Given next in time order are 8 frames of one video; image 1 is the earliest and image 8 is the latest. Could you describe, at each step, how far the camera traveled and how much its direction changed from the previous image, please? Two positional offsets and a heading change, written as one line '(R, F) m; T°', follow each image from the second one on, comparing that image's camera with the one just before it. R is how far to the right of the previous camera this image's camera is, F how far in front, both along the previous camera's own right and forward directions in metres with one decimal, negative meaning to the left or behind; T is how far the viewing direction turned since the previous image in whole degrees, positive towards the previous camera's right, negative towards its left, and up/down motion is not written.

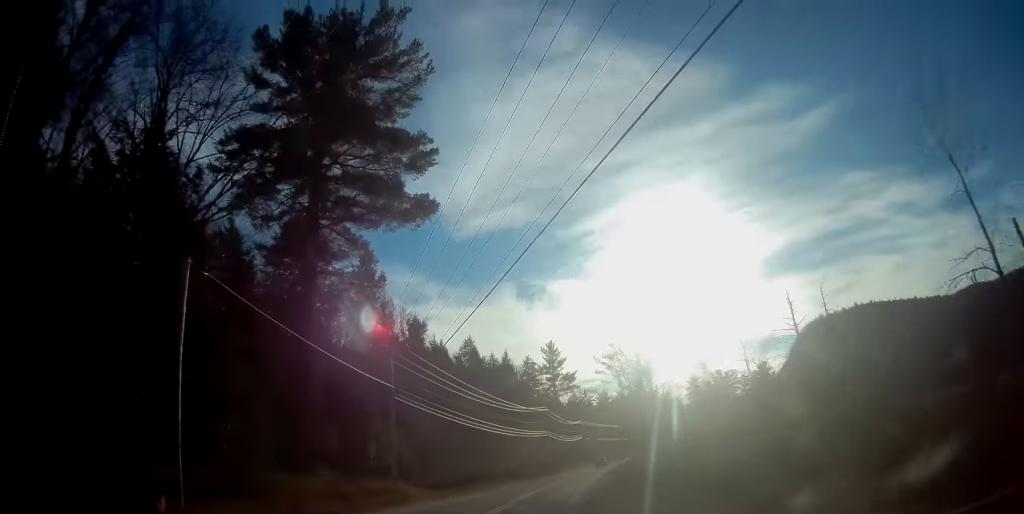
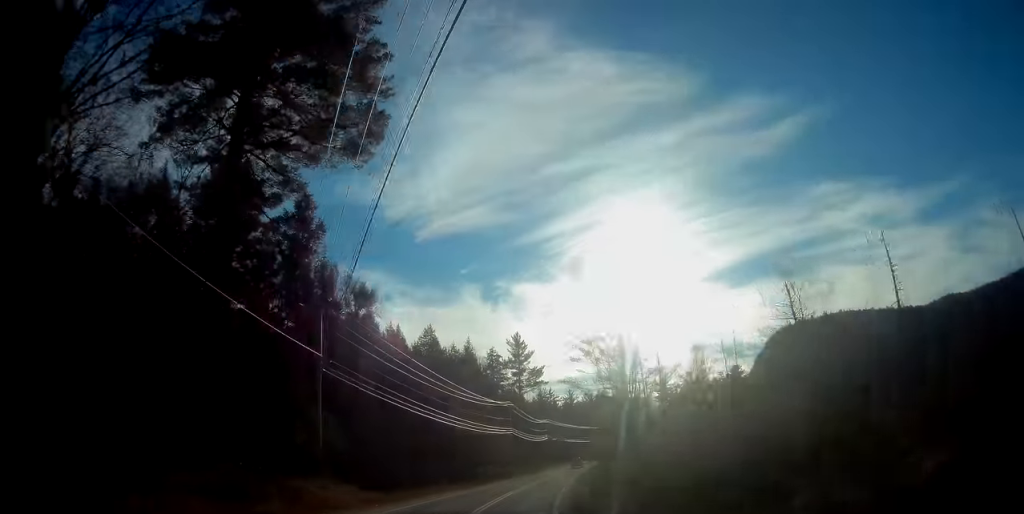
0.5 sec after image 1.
(+0.6, +9.6) m; +3°
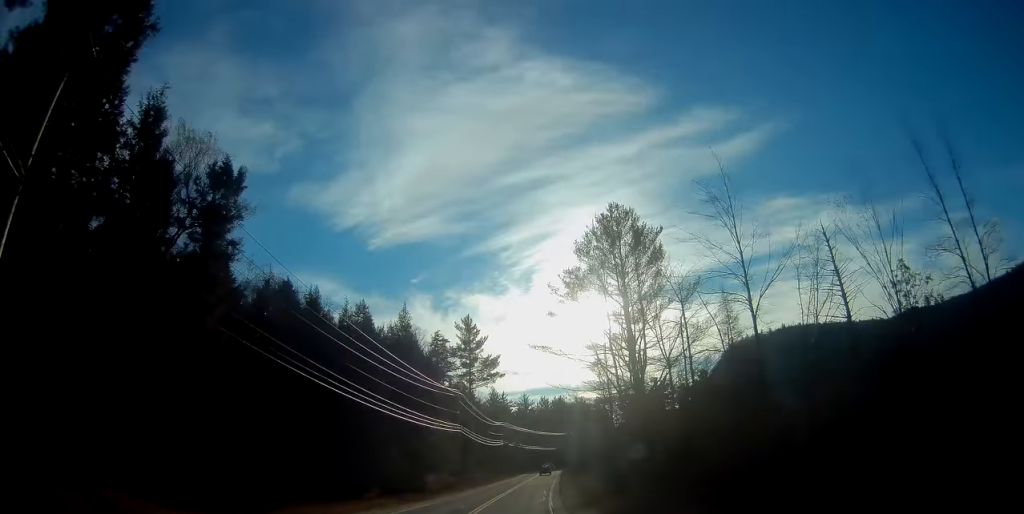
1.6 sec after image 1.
(+1.0, +20.7) m; +5°
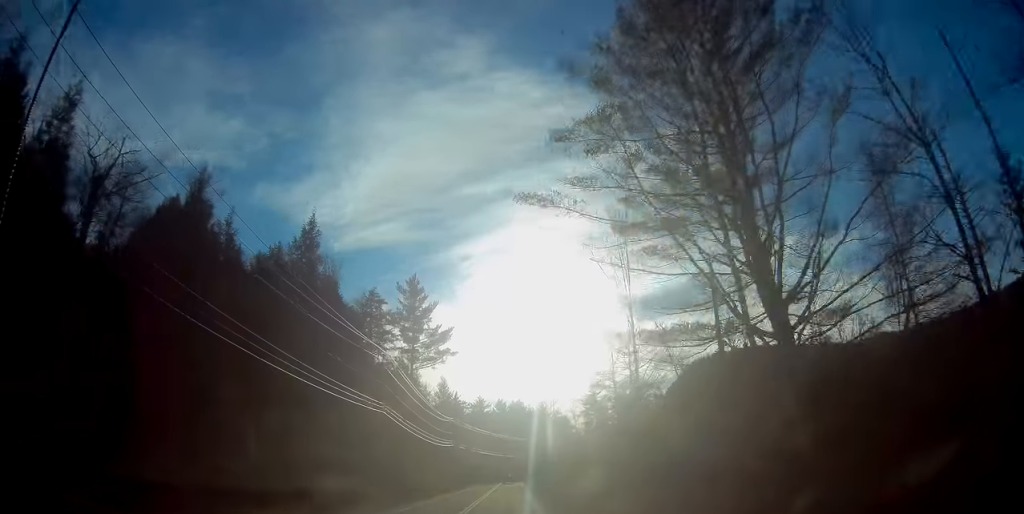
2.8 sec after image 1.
(+0.8, +23.9) m; +5°
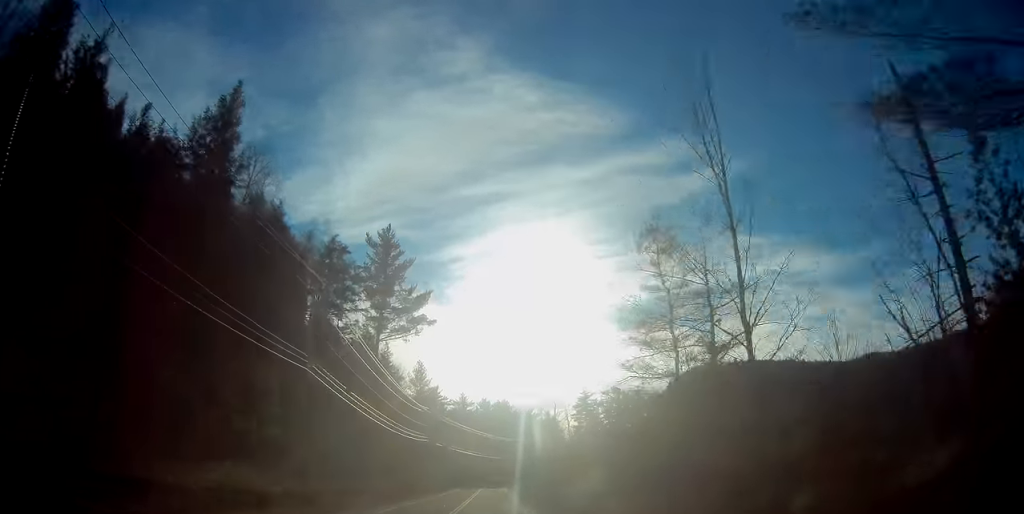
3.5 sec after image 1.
(+0.6, +15.5) m; +2°
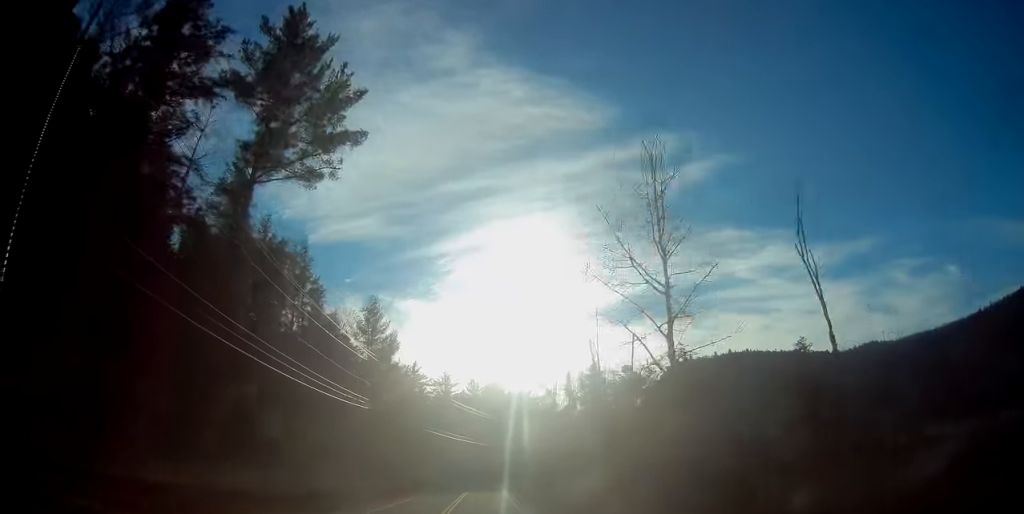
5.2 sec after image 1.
(+0.6, +33.8) m; +2°
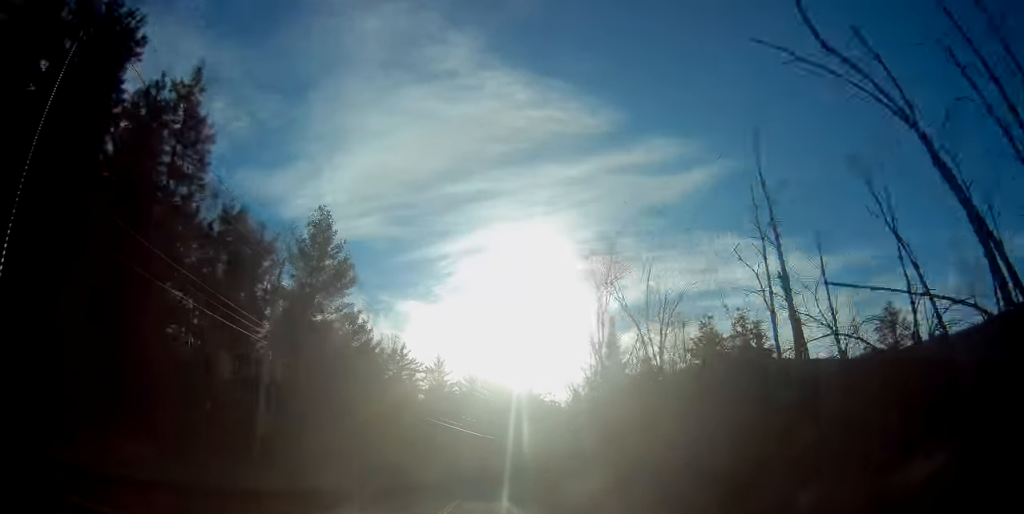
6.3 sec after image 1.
(+0.3, +22.0) m; 0°
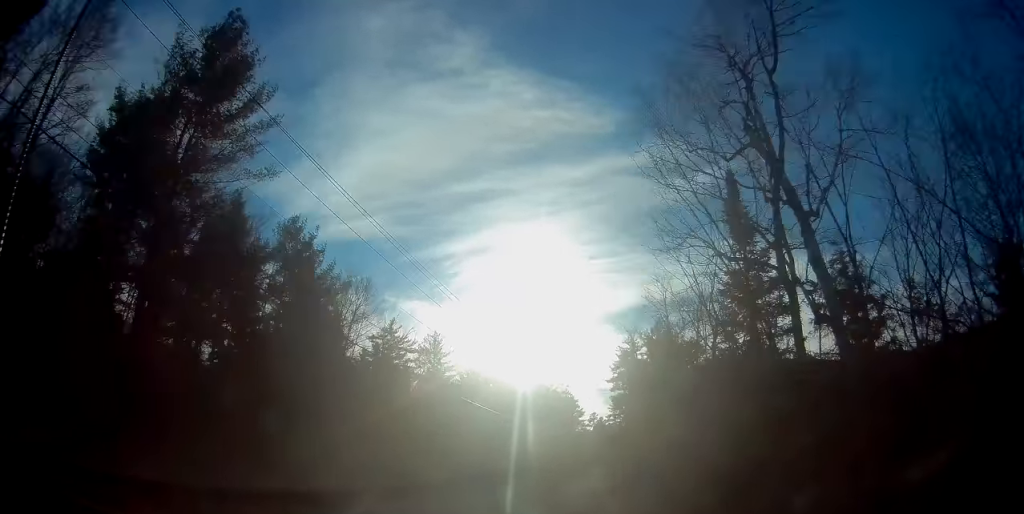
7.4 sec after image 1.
(-0.3, +20.9) m; 0°
